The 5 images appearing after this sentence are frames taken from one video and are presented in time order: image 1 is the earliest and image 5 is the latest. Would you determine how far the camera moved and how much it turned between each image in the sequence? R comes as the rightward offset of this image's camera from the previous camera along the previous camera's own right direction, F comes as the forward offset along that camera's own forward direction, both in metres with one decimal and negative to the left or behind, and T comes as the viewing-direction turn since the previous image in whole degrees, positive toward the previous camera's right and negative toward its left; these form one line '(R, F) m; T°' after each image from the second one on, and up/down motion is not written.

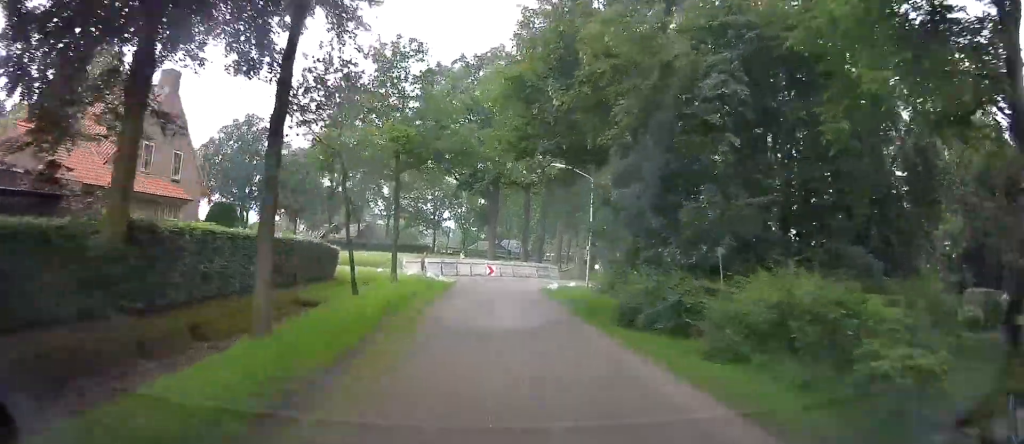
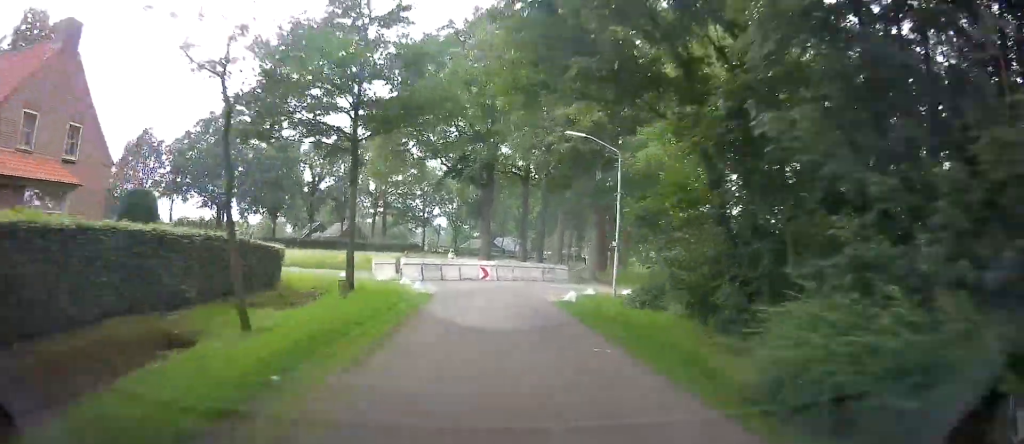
(+0.7, +5.5) m; +11°
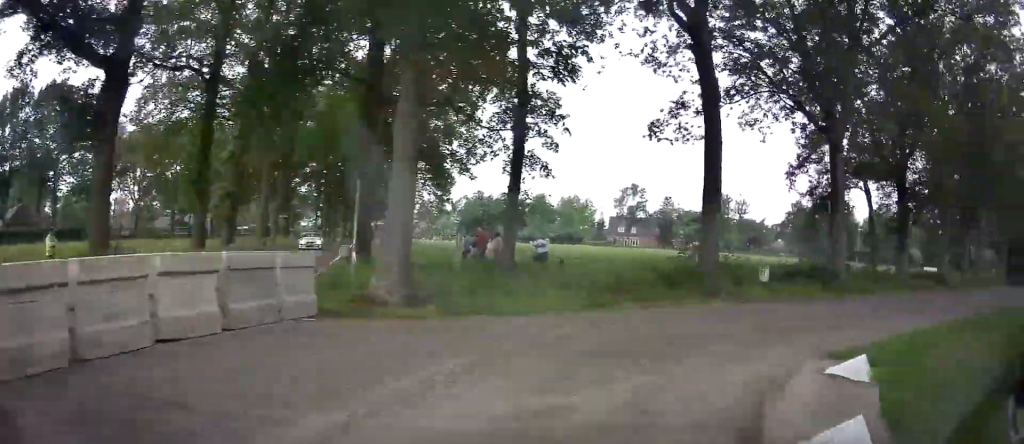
(+9.6, +16.5) m; +64°
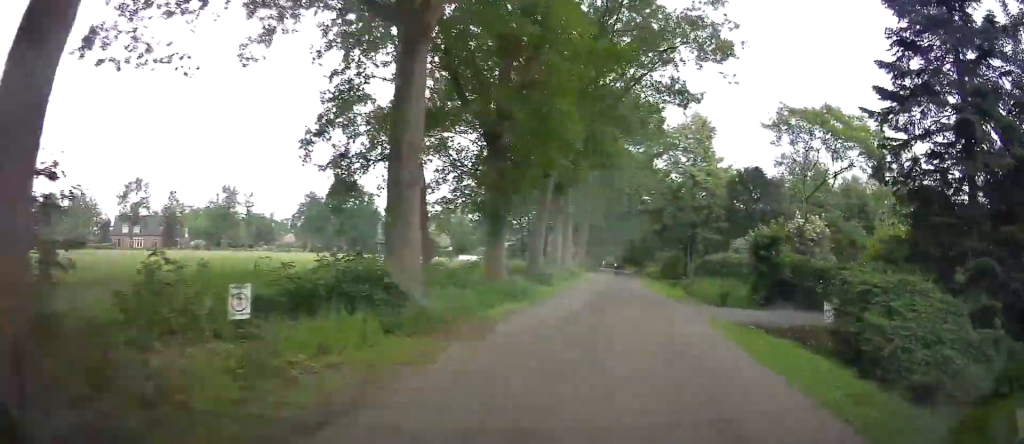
(+3.0, +12.0) m; +17°
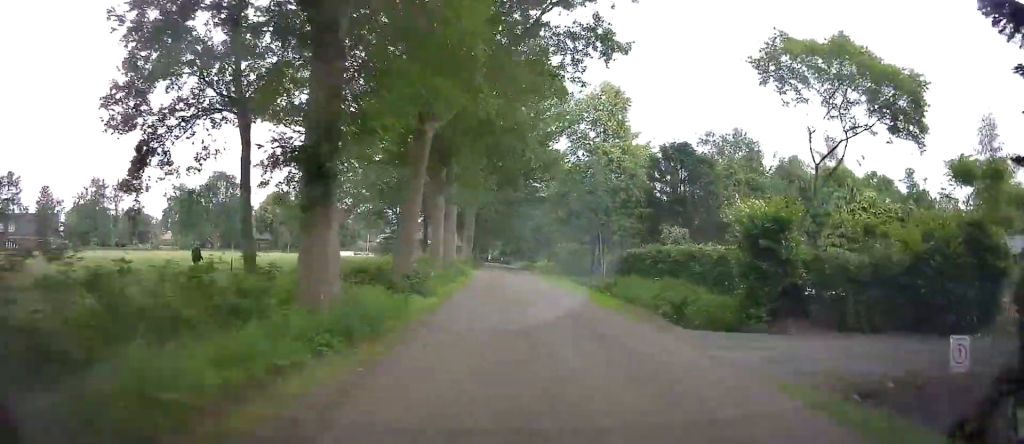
(+0.3, +9.8) m; +4°
